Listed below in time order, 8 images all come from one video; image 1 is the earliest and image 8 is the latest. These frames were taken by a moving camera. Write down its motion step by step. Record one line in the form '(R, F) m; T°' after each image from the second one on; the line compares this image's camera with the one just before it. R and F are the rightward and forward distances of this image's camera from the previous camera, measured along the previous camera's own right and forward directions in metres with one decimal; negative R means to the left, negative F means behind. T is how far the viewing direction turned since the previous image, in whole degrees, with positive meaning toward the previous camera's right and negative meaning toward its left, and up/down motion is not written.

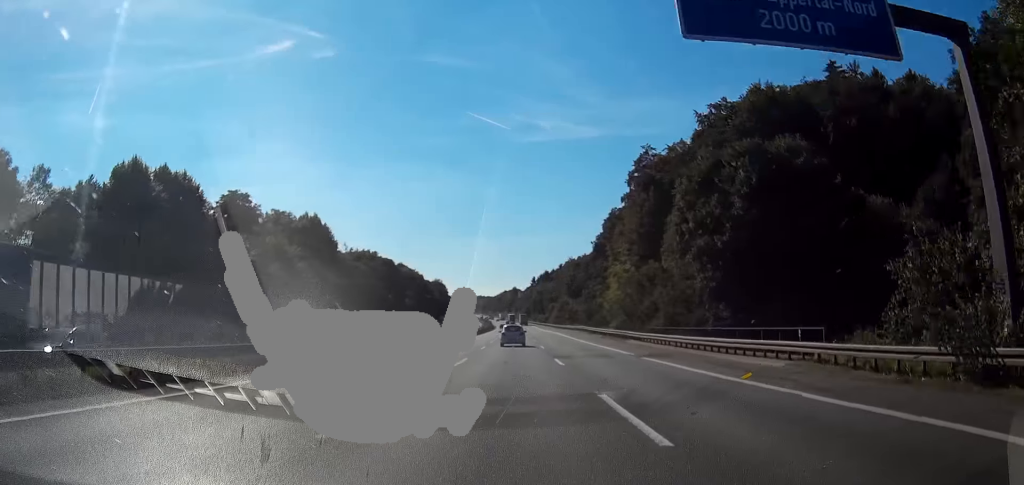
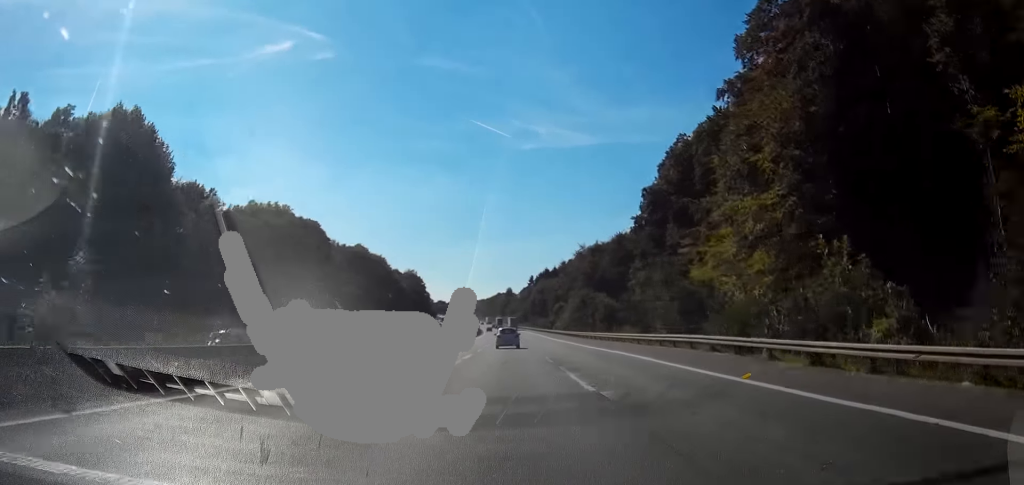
(+0.4, +65.3) m; +5°
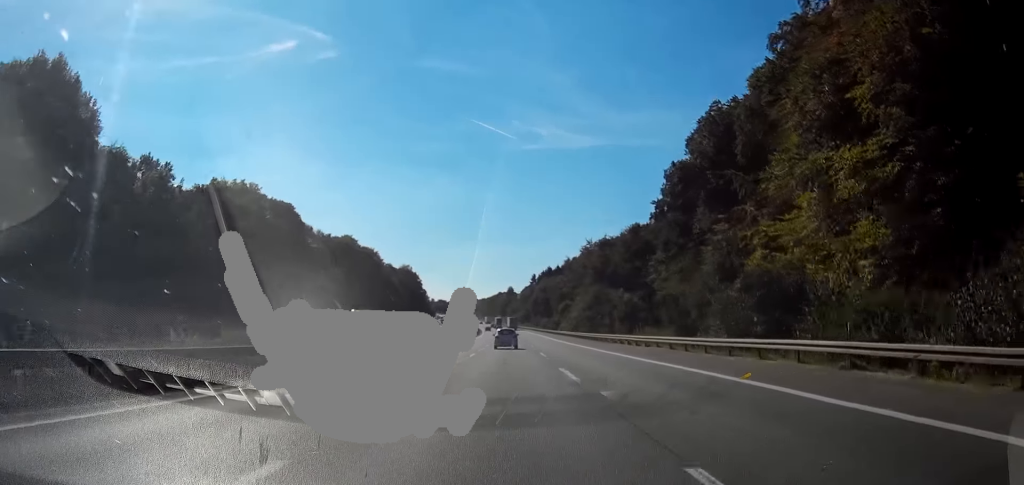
(0.0, +14.9) m; +2°
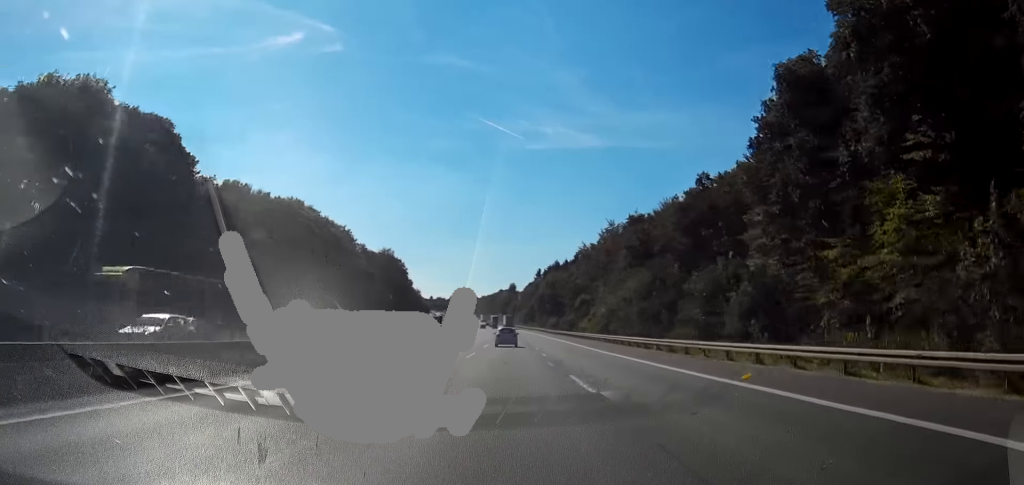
(+2.1, +40.2) m; -1°
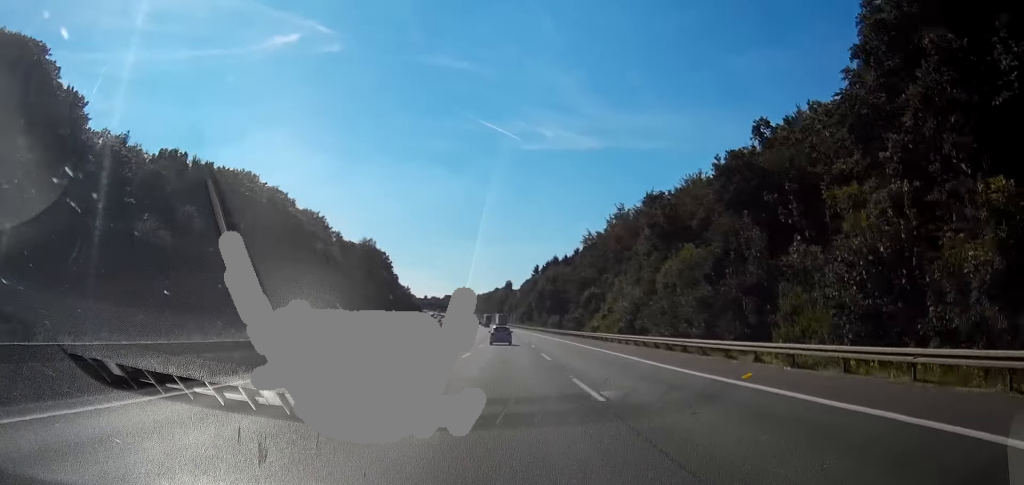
(-1.0, +20.6) m; -4°
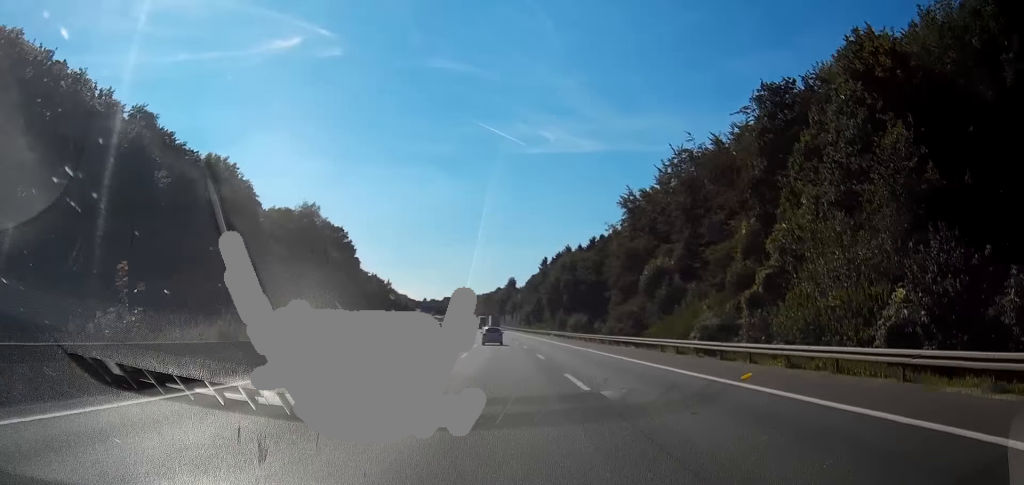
(-2.6, +51.9) m; -4°
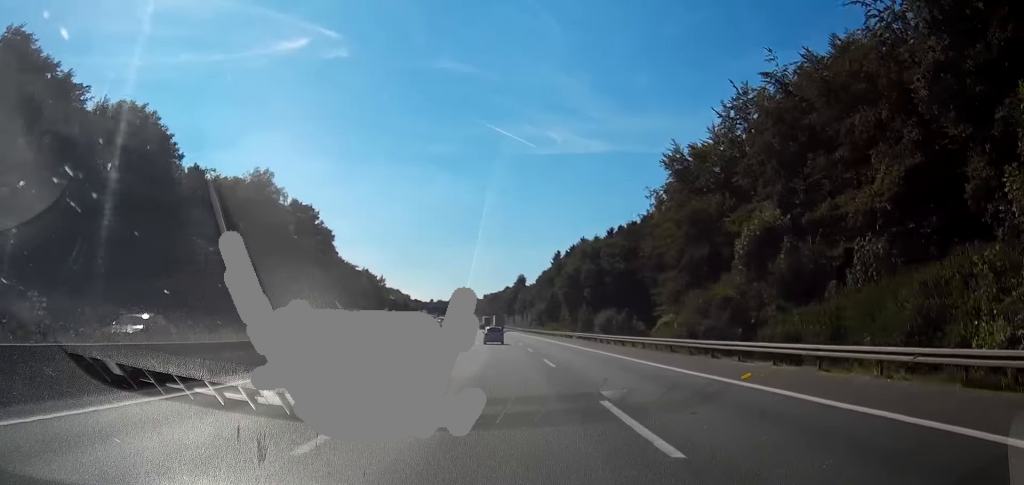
(-0.4, +26.9) m; -1°
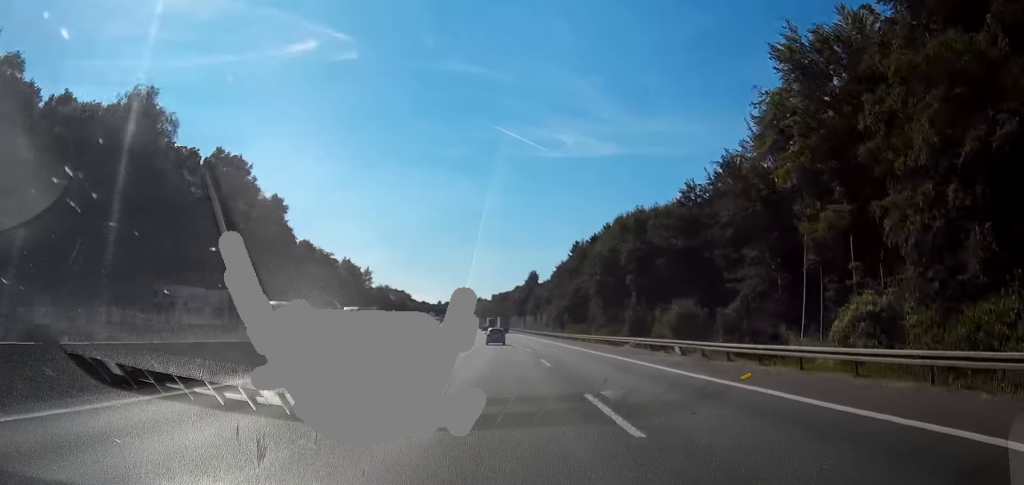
(-0.1, +34.5) m; 0°
